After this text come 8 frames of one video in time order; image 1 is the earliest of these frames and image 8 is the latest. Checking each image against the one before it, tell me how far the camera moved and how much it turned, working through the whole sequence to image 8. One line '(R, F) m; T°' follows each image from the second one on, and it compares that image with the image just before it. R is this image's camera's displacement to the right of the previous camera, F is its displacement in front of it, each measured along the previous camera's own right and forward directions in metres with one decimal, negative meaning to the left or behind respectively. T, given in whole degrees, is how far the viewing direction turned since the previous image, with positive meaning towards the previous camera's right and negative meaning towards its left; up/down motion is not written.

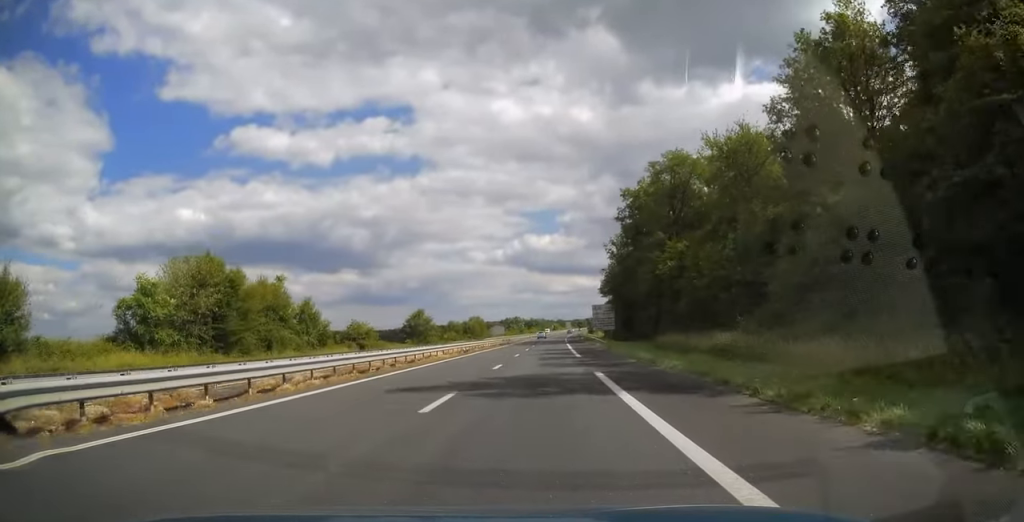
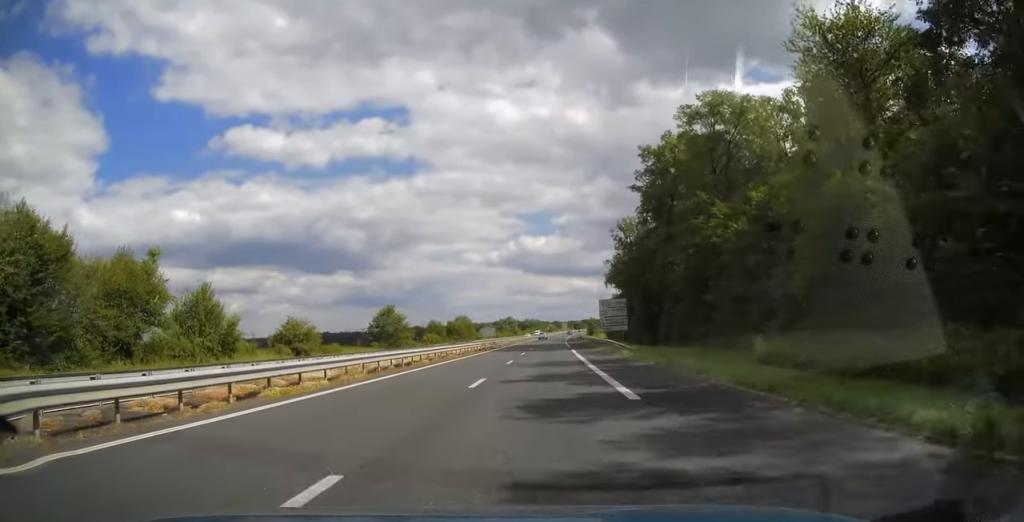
(+0.2, +21.1) m; +1°
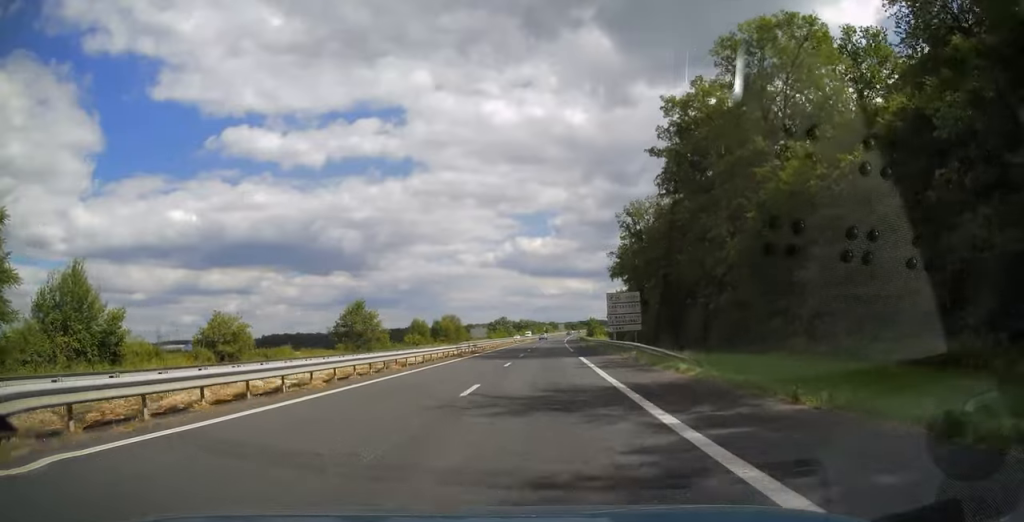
(+0.1, +15.3) m; 0°
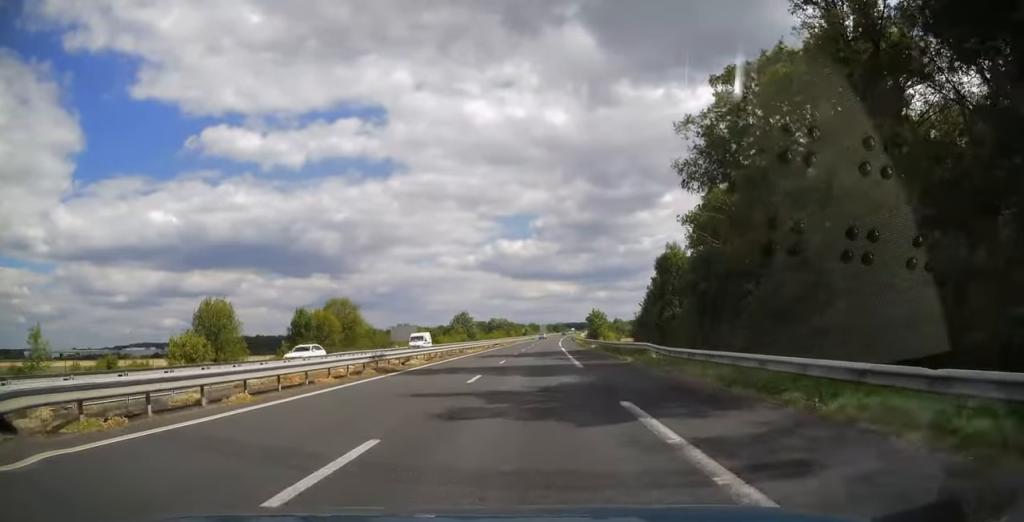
(+0.9, +75.2) m; +2°
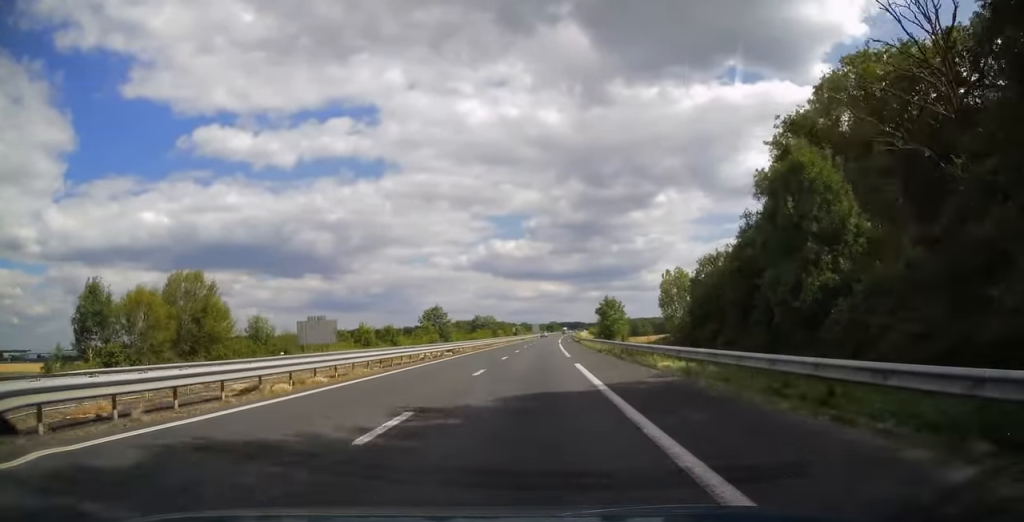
(+0.2, +36.8) m; +1°
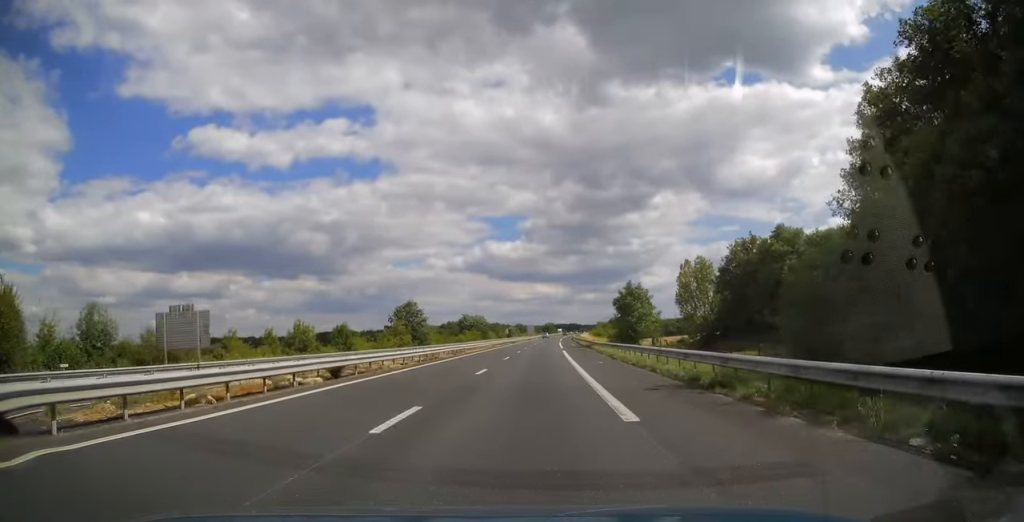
(+0.1, +25.5) m; +1°
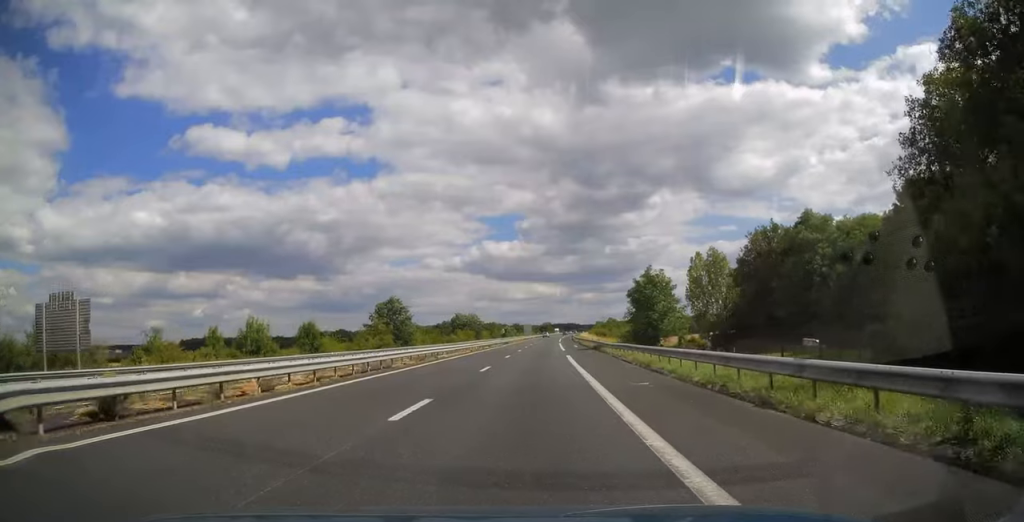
(+0.1, +12.2) m; 0°
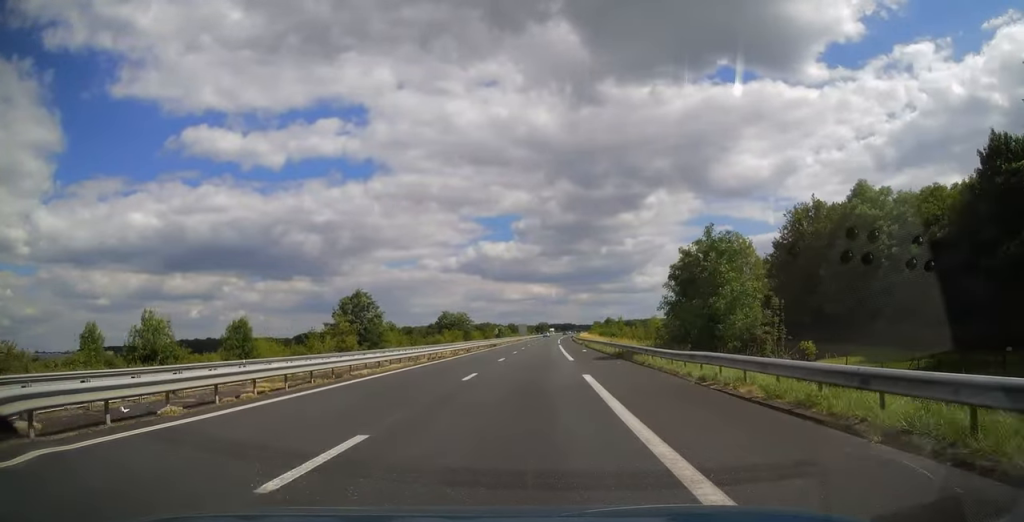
(+0.1, +18.1) m; 0°
